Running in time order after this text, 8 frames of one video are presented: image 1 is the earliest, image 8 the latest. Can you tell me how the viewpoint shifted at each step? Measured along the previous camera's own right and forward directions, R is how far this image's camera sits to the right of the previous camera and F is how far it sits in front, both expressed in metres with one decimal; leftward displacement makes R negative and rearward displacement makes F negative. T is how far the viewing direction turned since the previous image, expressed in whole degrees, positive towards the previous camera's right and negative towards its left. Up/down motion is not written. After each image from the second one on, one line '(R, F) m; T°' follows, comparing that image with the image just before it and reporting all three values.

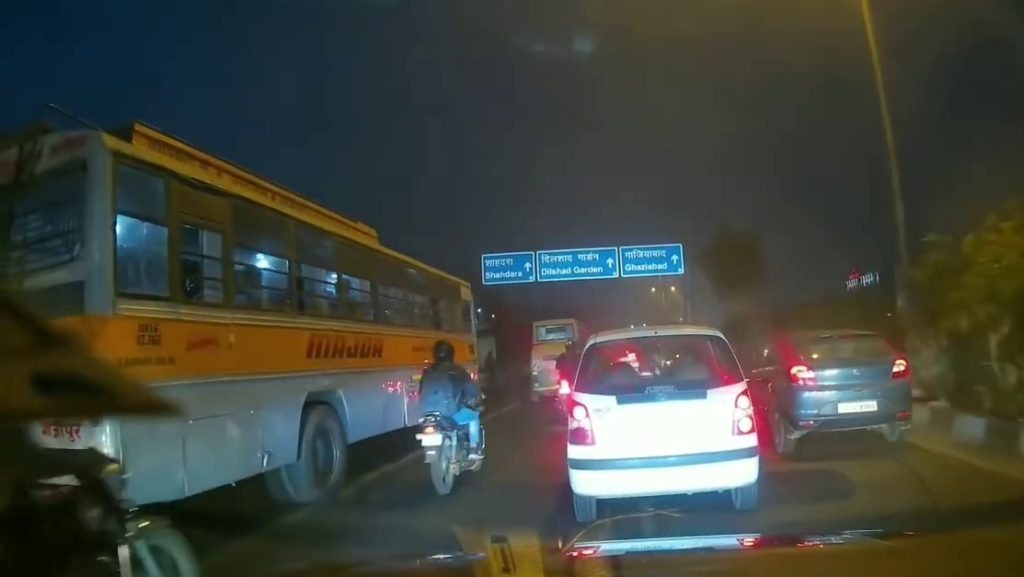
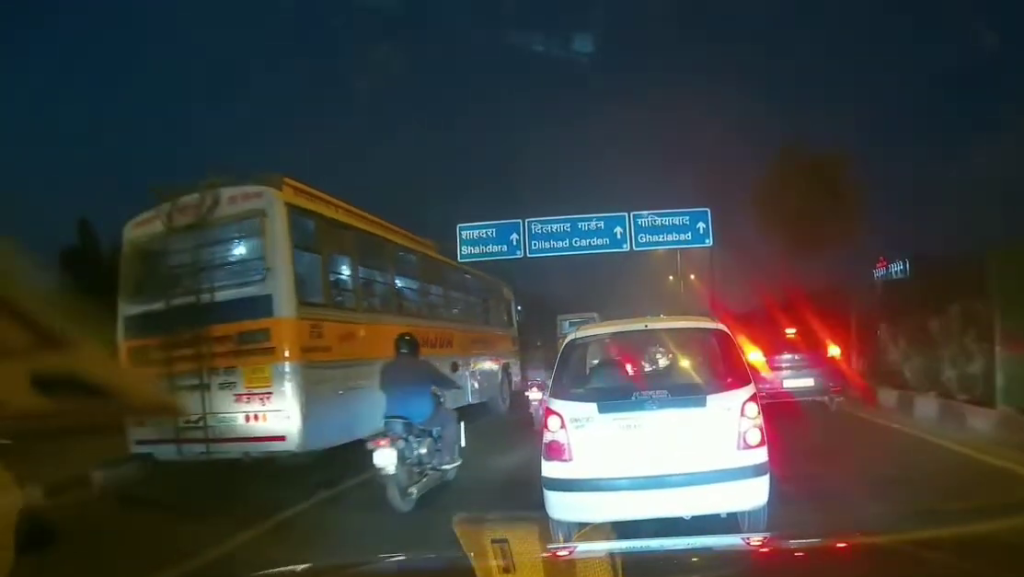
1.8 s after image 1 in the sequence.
(-0.2, +9.5) m; -1°
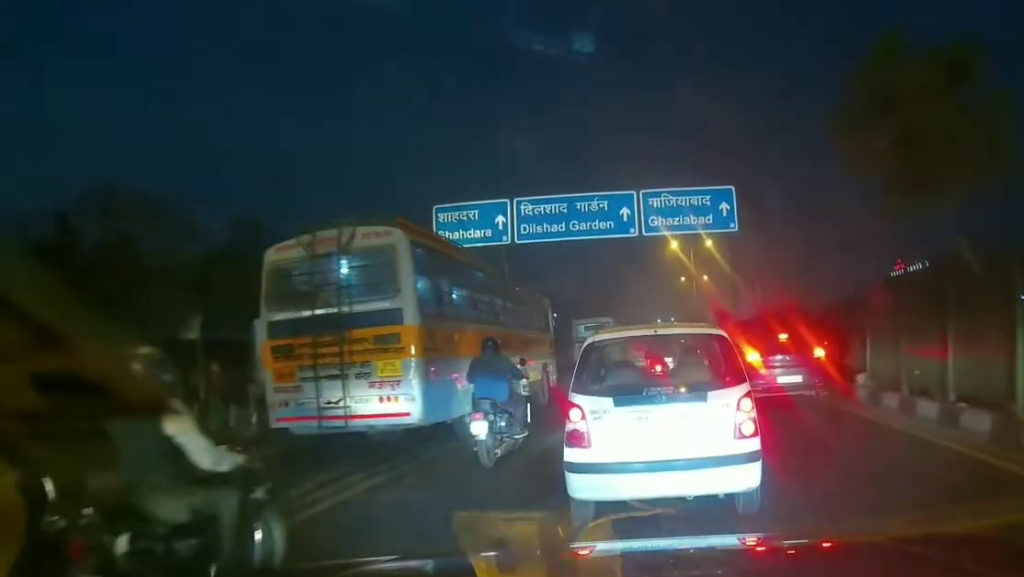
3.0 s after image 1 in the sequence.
(-0.1, +6.2) m; -2°
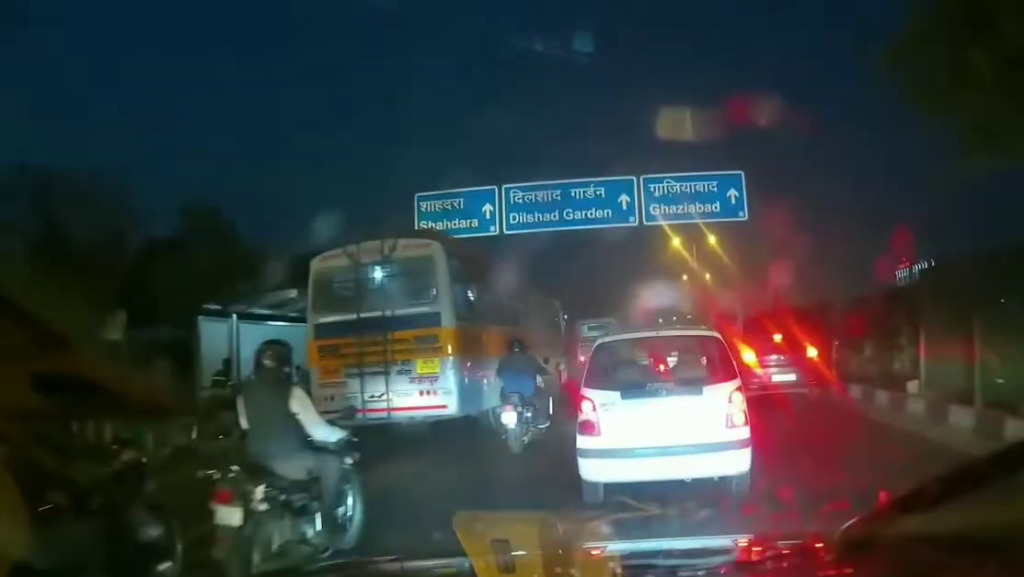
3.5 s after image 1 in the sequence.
(0.0, +2.9) m; -1°
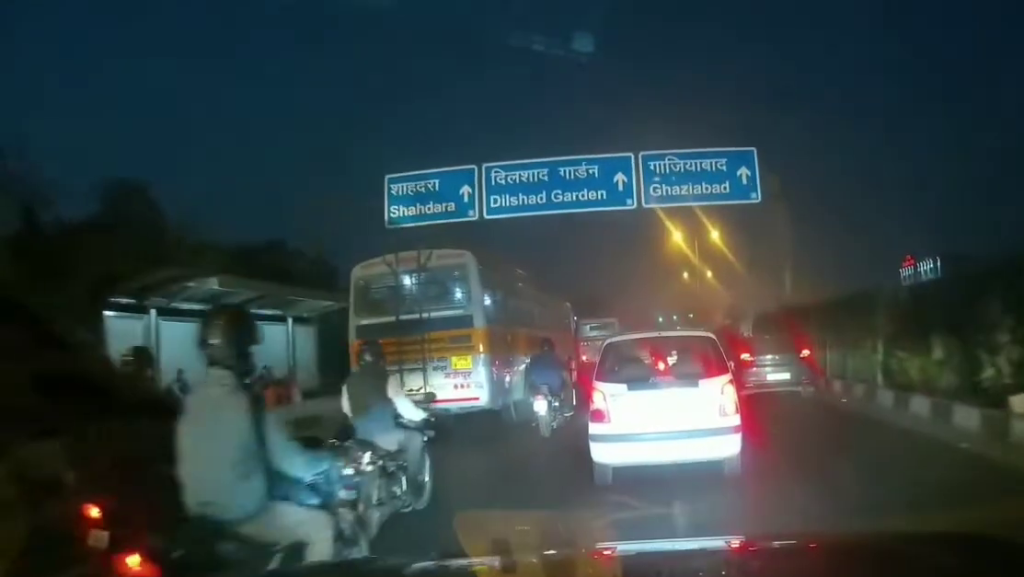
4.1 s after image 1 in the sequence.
(0.0, +3.7) m; 0°
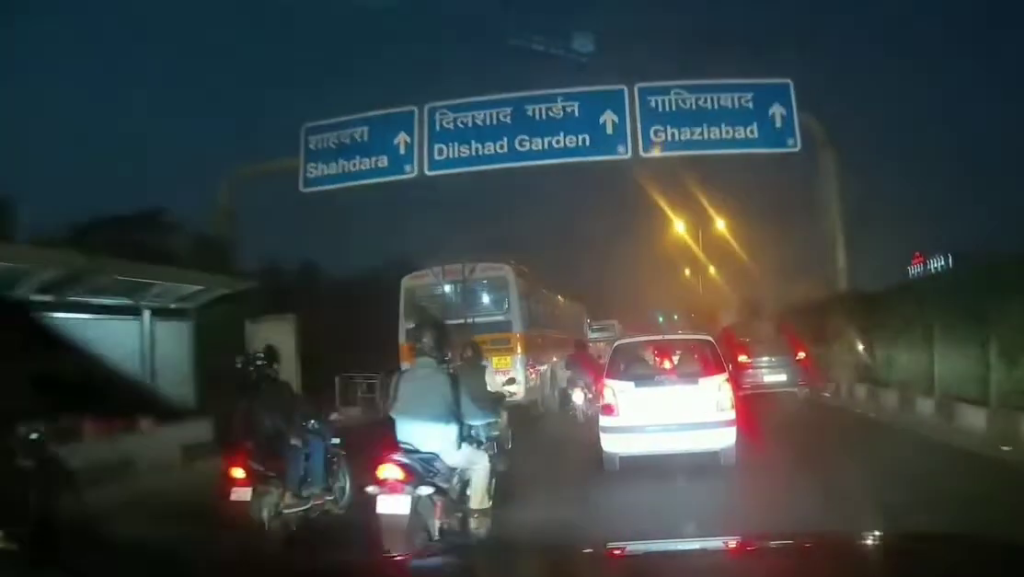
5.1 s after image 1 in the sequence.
(0.0, +6.9) m; 0°
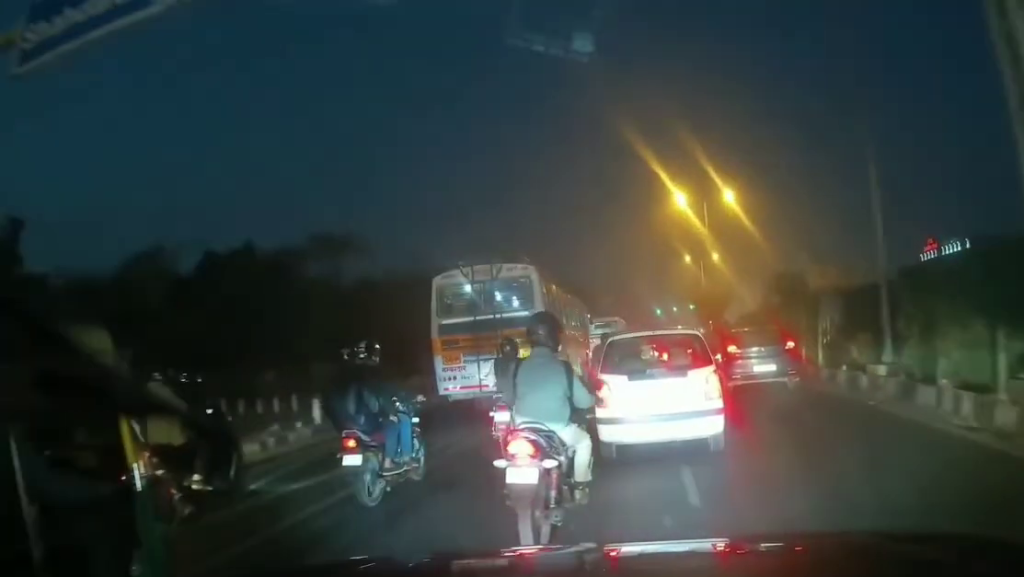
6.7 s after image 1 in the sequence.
(+0.1, +10.6) m; +2°
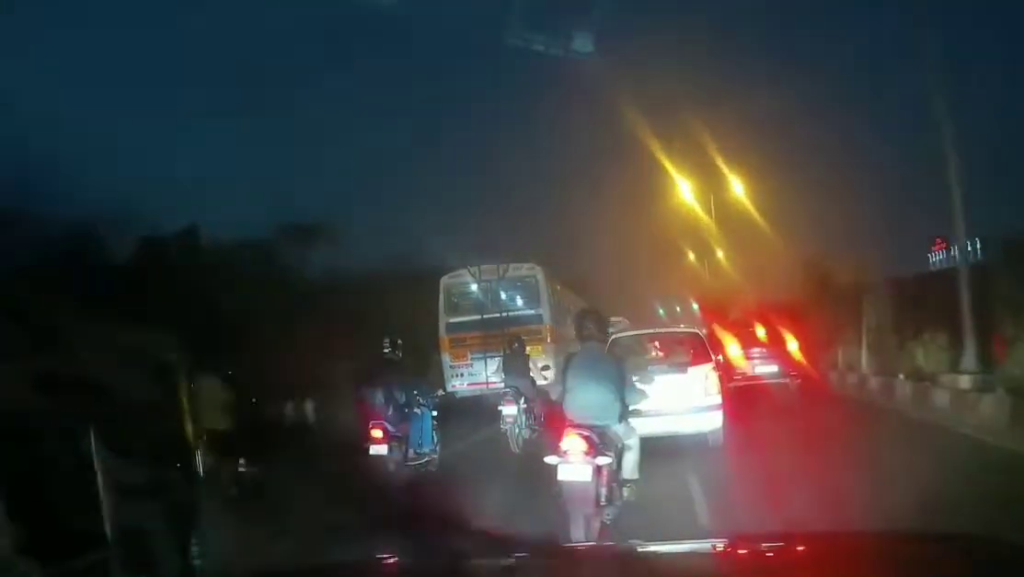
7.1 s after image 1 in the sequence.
(0.0, +3.3) m; +1°
